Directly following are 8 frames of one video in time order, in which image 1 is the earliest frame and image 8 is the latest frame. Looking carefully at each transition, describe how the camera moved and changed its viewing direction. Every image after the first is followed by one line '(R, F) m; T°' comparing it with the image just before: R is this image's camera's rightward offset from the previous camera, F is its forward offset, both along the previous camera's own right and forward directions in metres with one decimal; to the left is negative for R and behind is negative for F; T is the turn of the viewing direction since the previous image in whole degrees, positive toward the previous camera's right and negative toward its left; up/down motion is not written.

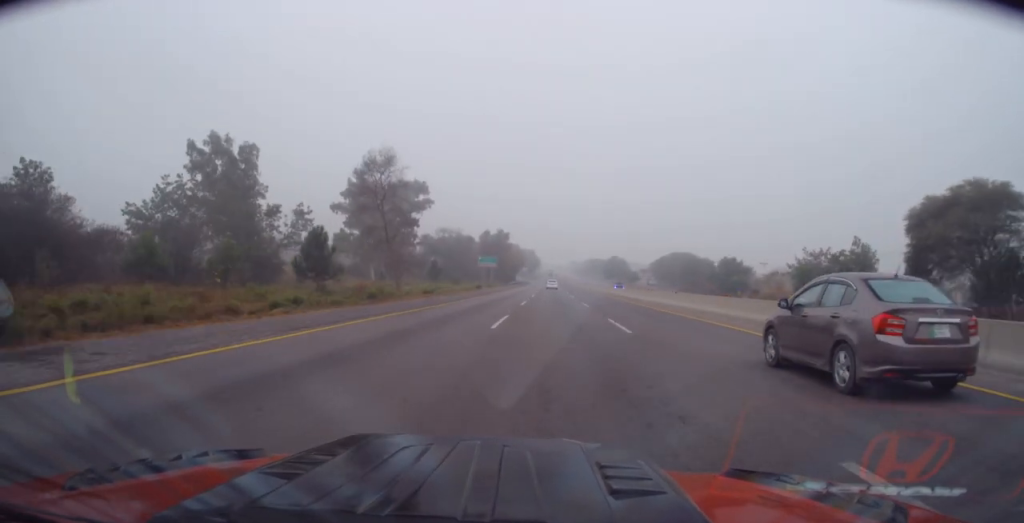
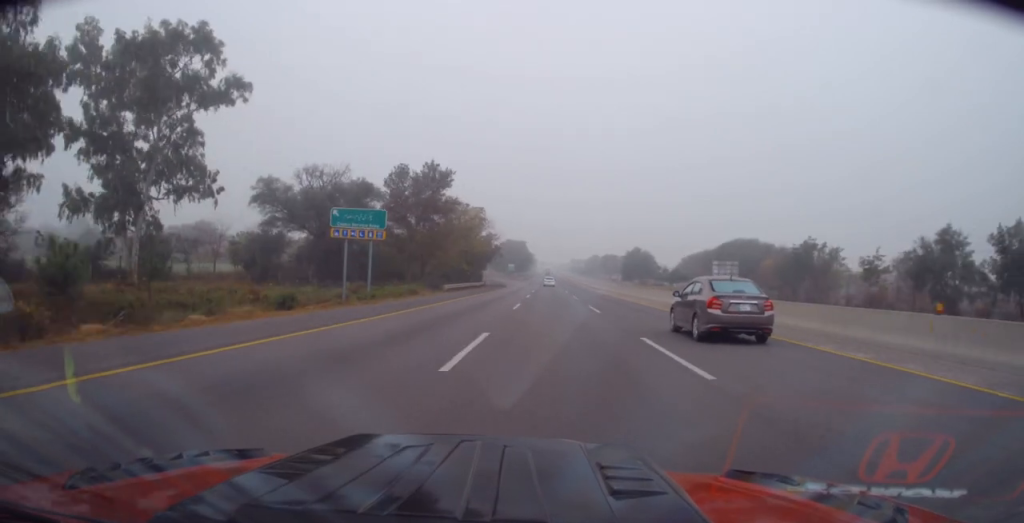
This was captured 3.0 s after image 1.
(0.0, +79.5) m; +1°
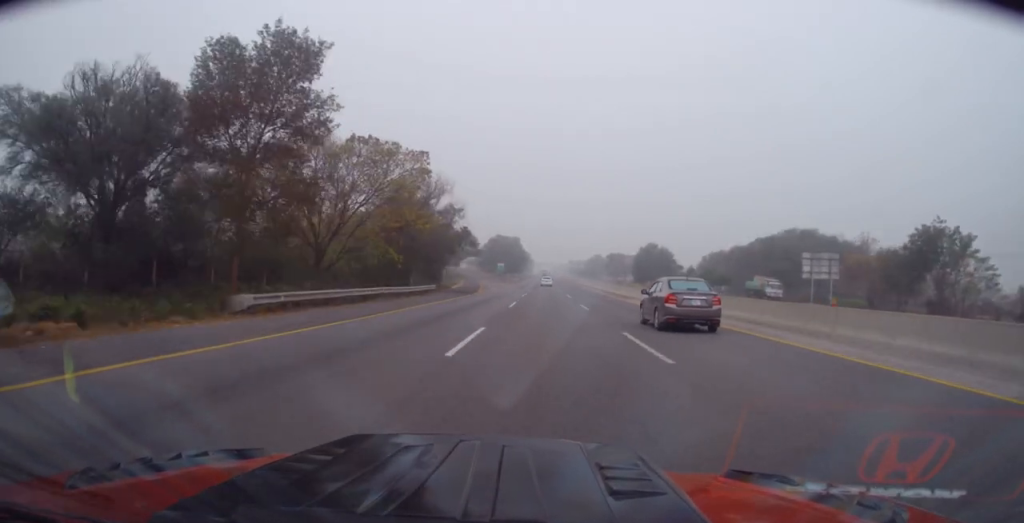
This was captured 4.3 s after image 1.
(+0.5, +34.3) m; 0°
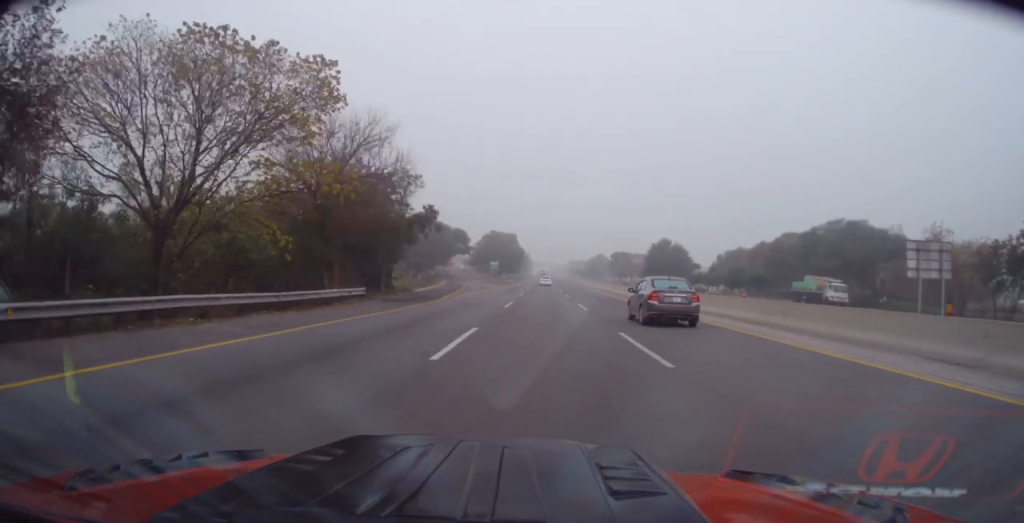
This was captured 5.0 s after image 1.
(-0.3, +18.5) m; -1°
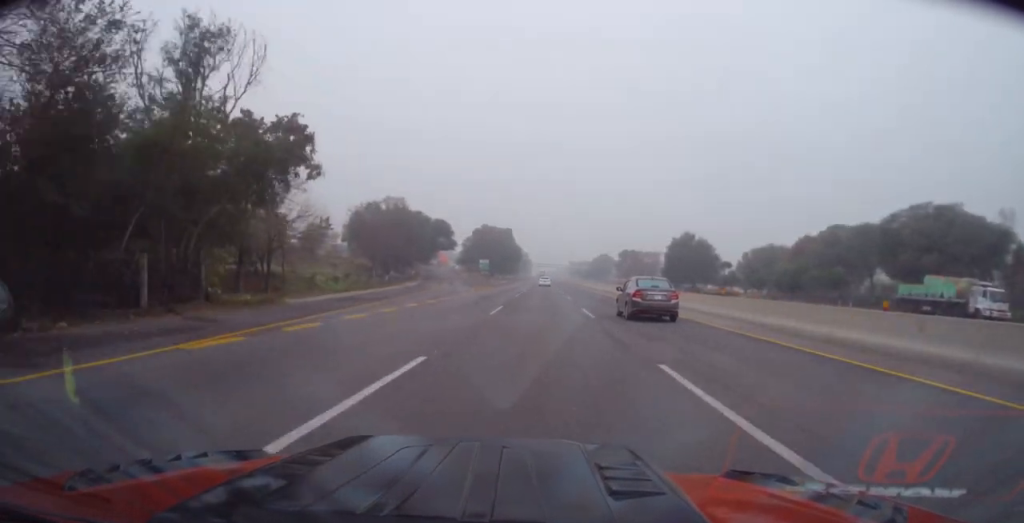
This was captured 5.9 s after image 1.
(-0.3, +23.9) m; 0°
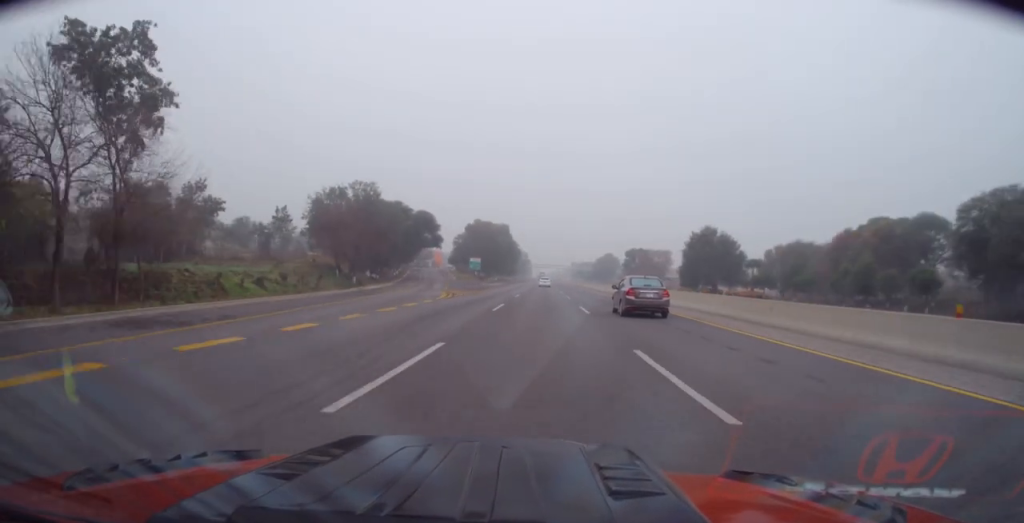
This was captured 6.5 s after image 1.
(-0.1, +15.9) m; 0°
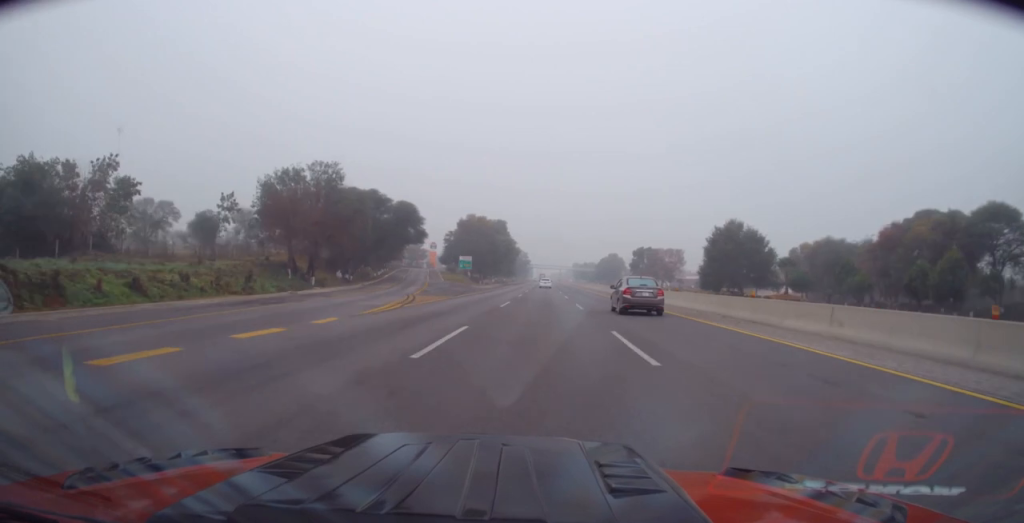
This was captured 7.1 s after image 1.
(+0.2, +15.0) m; 0°
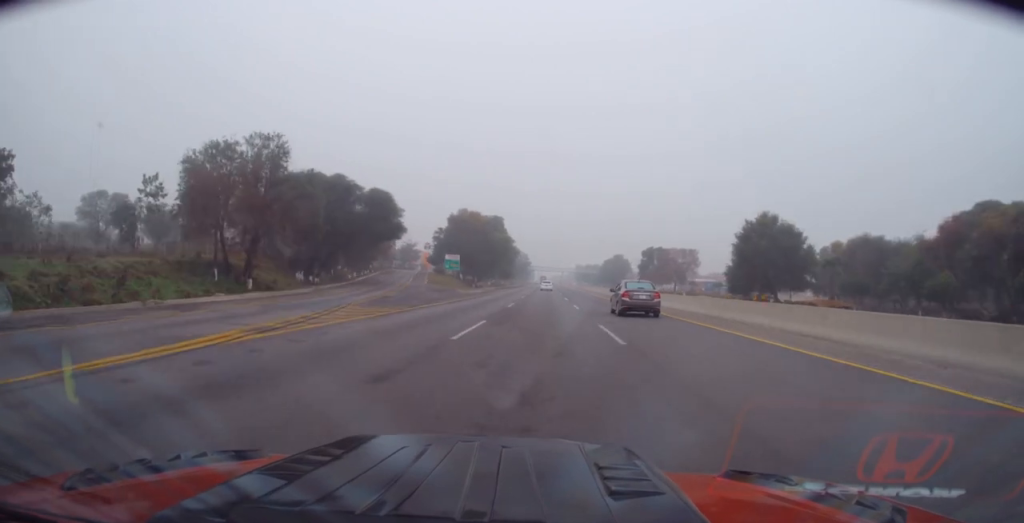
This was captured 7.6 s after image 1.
(+0.1, +14.1) m; 0°
